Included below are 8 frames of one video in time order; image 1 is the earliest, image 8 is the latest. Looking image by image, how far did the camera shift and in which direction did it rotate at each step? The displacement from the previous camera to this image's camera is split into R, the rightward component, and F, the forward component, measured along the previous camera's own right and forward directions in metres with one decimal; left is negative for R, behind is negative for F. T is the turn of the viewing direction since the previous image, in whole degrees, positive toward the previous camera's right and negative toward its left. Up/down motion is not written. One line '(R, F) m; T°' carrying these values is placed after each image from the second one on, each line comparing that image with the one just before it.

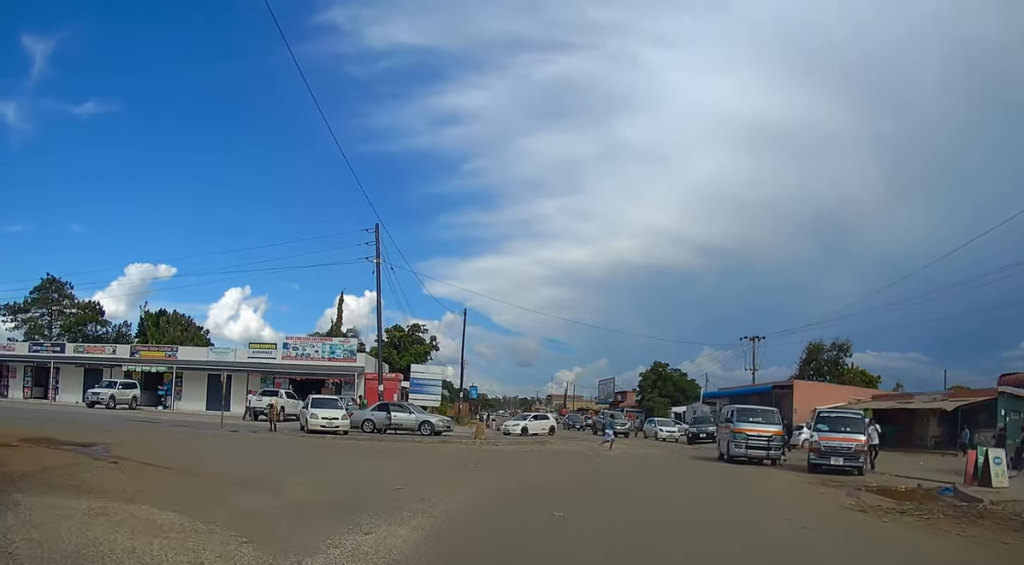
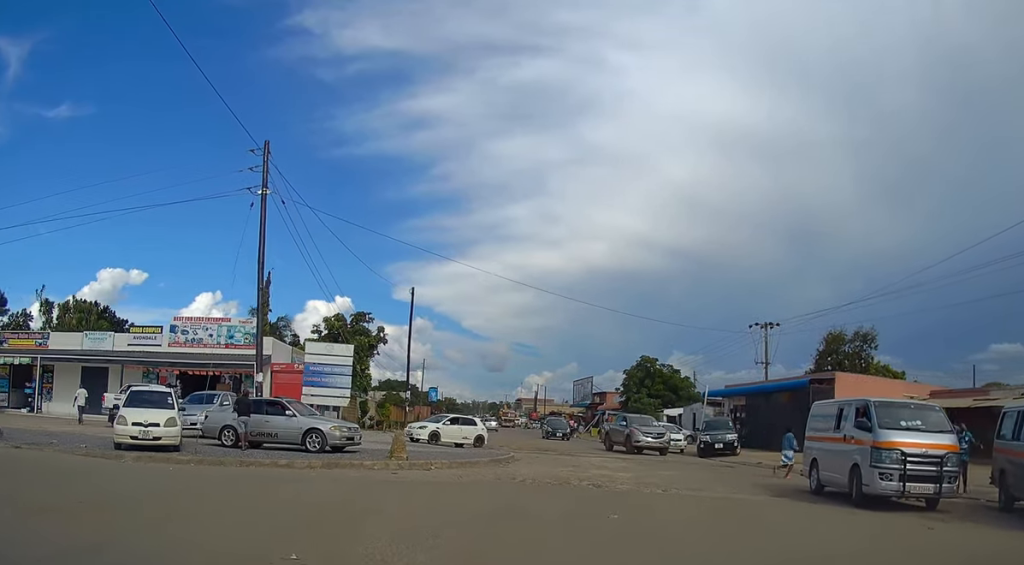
(+0.2, +11.9) m; +3°
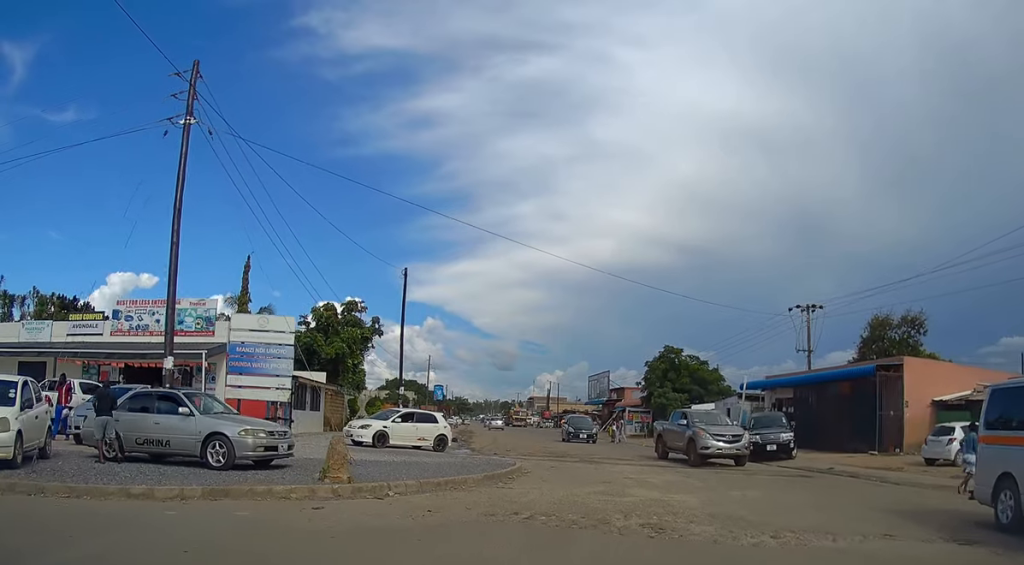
(+0.1, +6.2) m; 0°
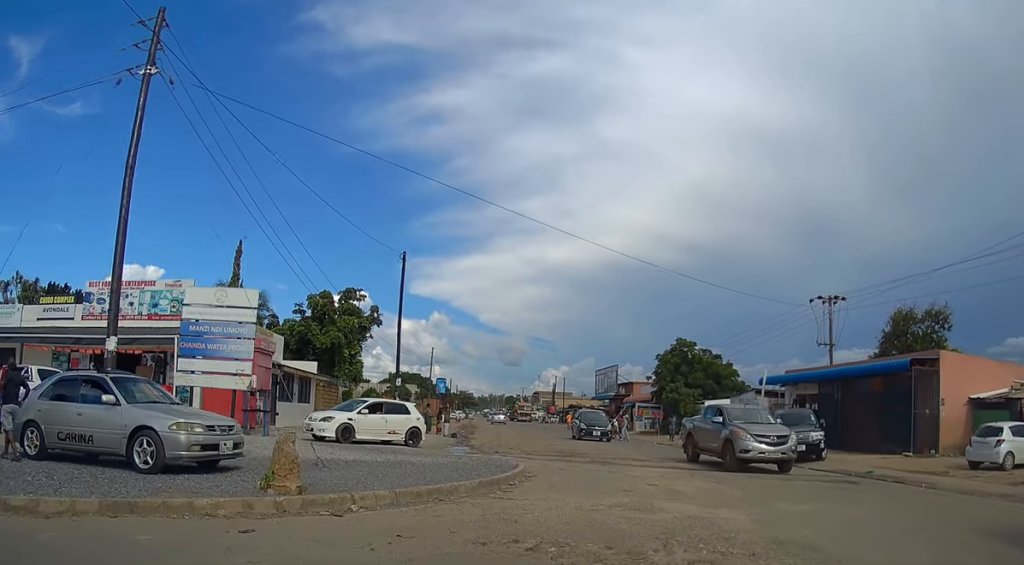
(0.0, +2.6) m; -1°
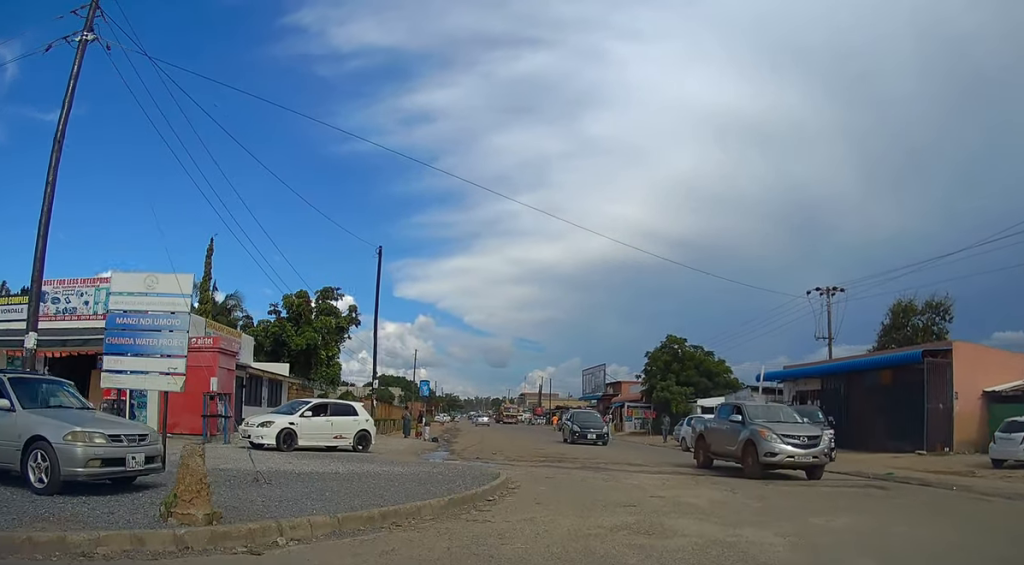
(-0.1, +2.1) m; 0°
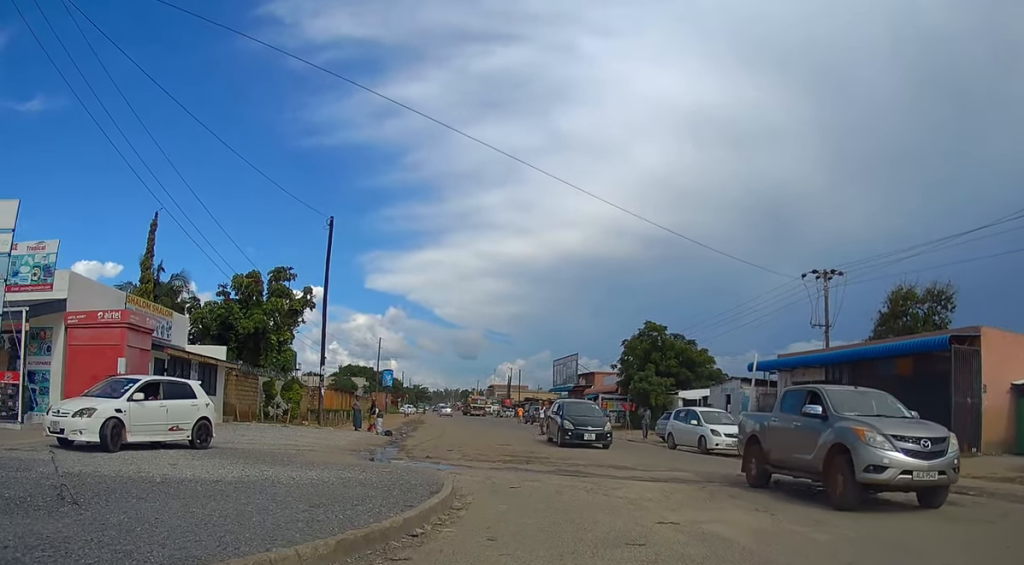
(+0.2, +4.5) m; +7°
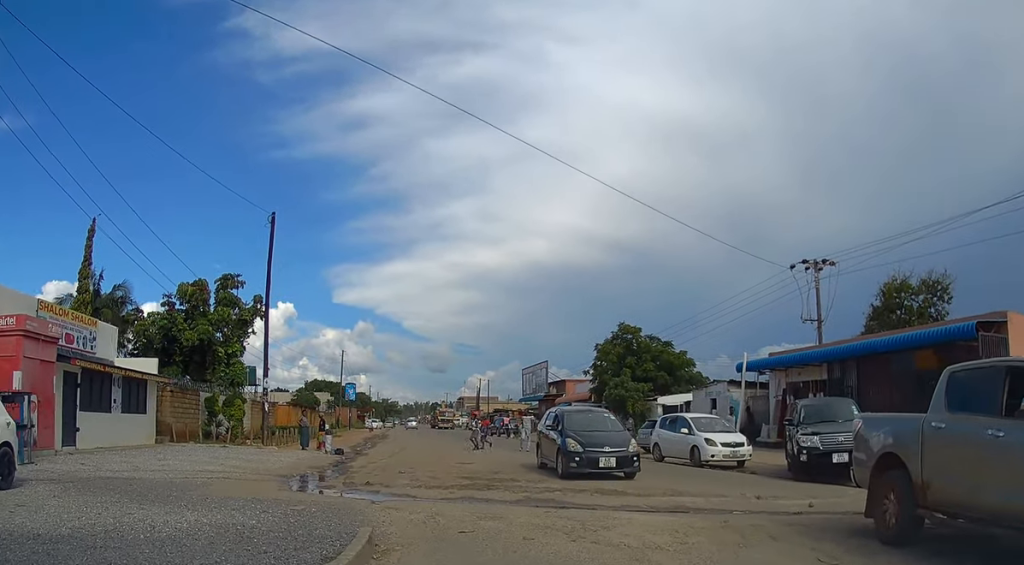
(0.0, +3.2) m; -1°
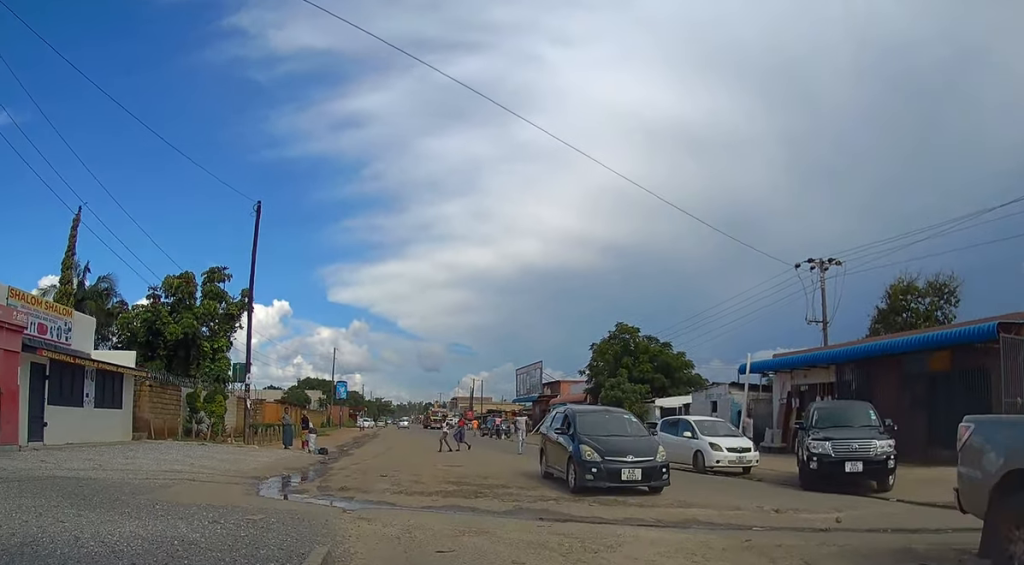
(-0.1, +1.2) m; +1°
